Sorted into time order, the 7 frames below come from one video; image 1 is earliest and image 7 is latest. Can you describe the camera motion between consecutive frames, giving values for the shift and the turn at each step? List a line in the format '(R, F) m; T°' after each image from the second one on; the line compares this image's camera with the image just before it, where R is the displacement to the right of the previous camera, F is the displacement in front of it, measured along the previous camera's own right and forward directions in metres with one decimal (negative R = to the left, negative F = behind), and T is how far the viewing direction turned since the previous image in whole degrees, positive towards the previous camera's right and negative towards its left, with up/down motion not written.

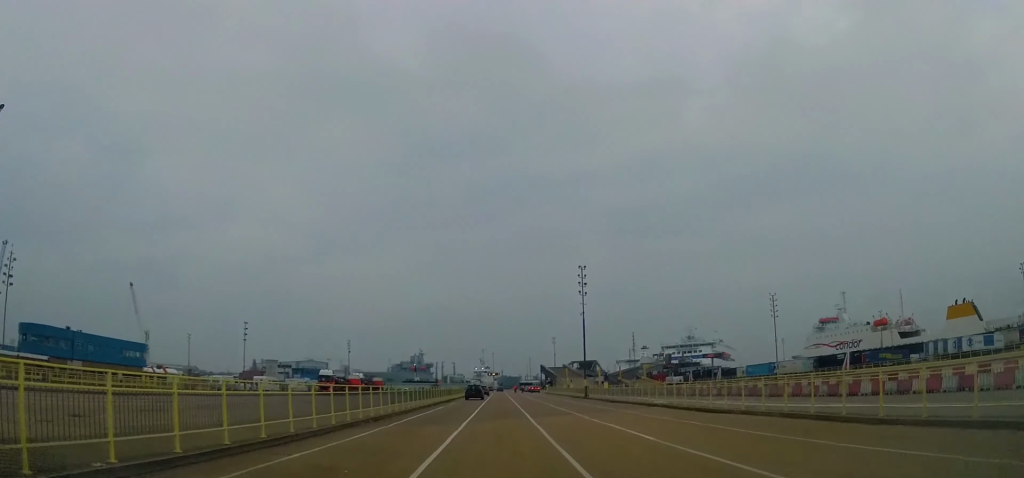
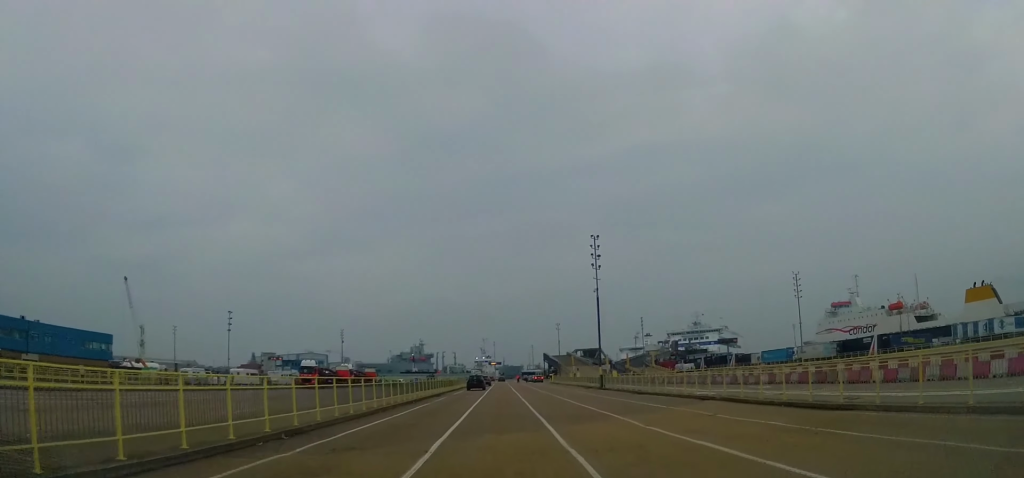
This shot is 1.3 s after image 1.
(-0.2, +8.8) m; 0°
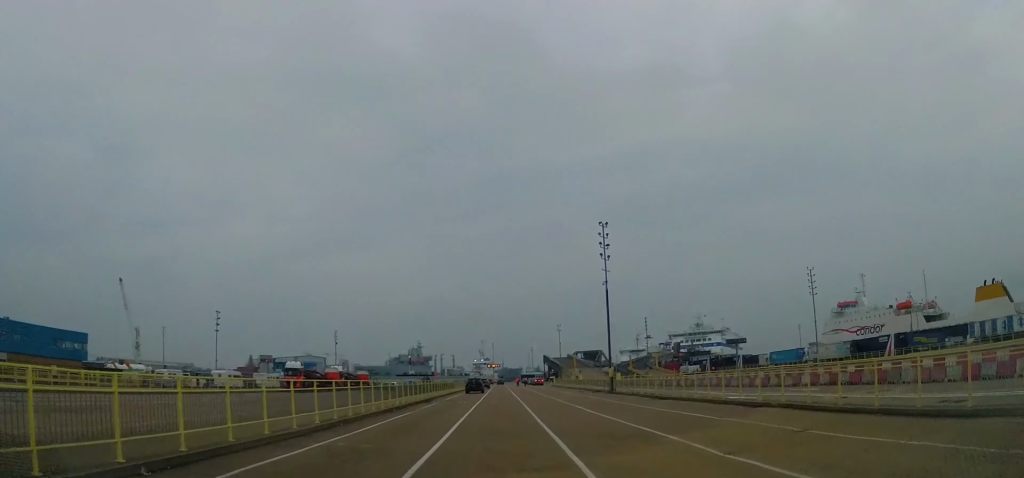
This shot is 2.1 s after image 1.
(+0.1, +5.5) m; 0°
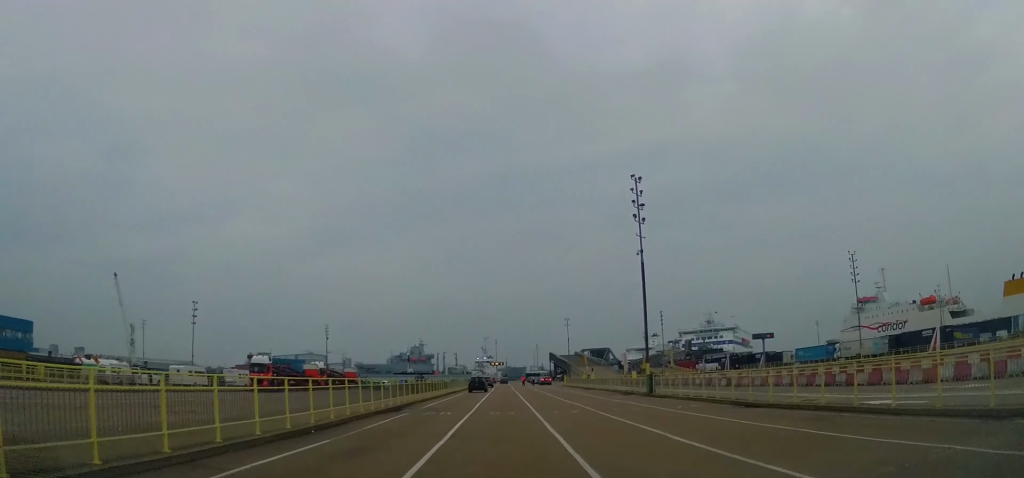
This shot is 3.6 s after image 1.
(-0.3, +11.7) m; -2°
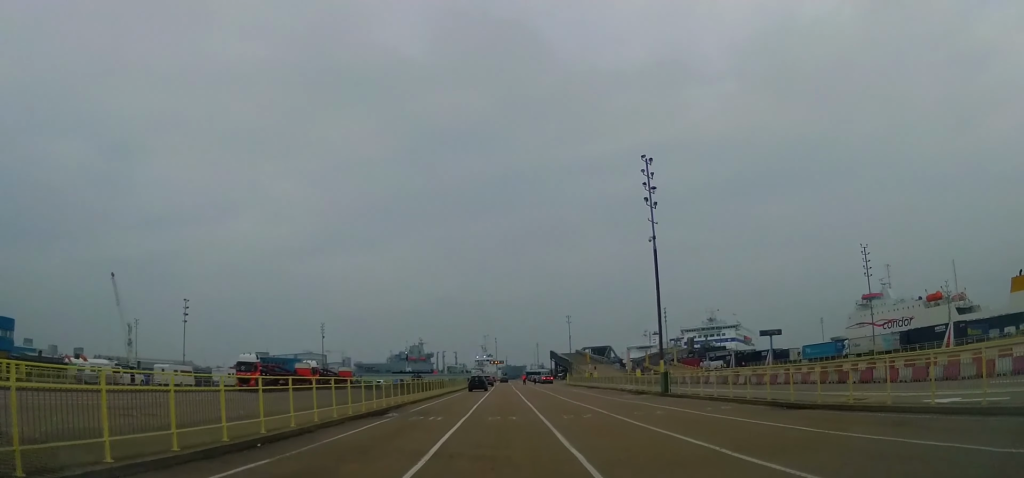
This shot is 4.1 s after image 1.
(+0.1, +3.5) m; 0°
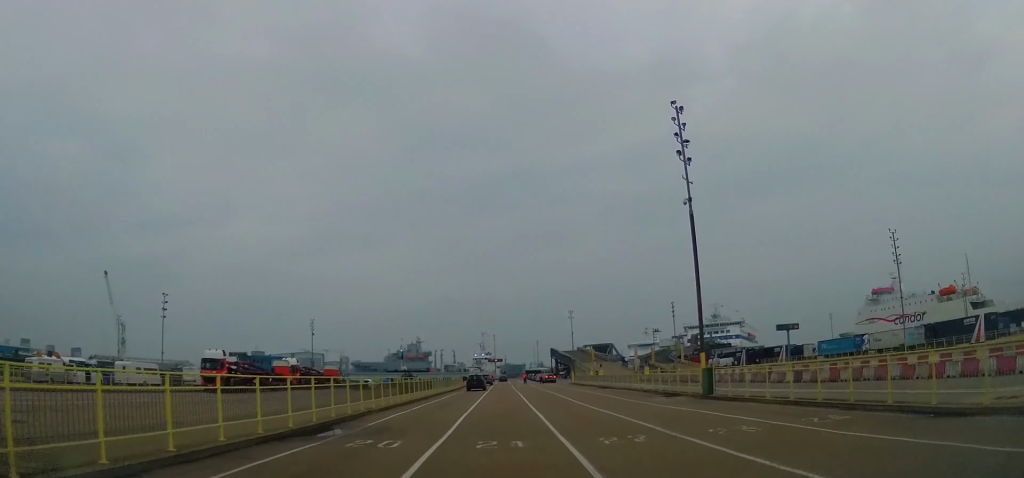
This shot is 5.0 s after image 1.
(+0.1, +7.5) m; 0°
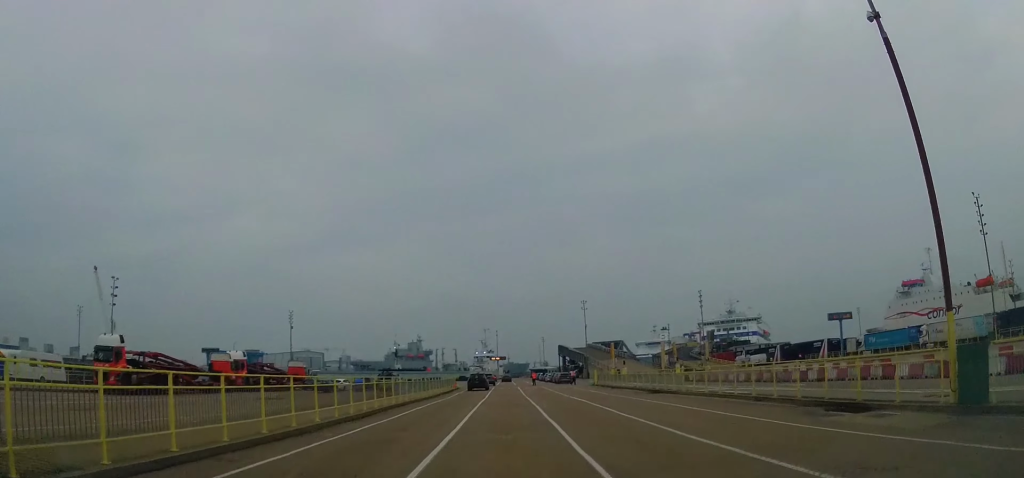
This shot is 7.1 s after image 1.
(+0.3, +16.5) m; +3°
